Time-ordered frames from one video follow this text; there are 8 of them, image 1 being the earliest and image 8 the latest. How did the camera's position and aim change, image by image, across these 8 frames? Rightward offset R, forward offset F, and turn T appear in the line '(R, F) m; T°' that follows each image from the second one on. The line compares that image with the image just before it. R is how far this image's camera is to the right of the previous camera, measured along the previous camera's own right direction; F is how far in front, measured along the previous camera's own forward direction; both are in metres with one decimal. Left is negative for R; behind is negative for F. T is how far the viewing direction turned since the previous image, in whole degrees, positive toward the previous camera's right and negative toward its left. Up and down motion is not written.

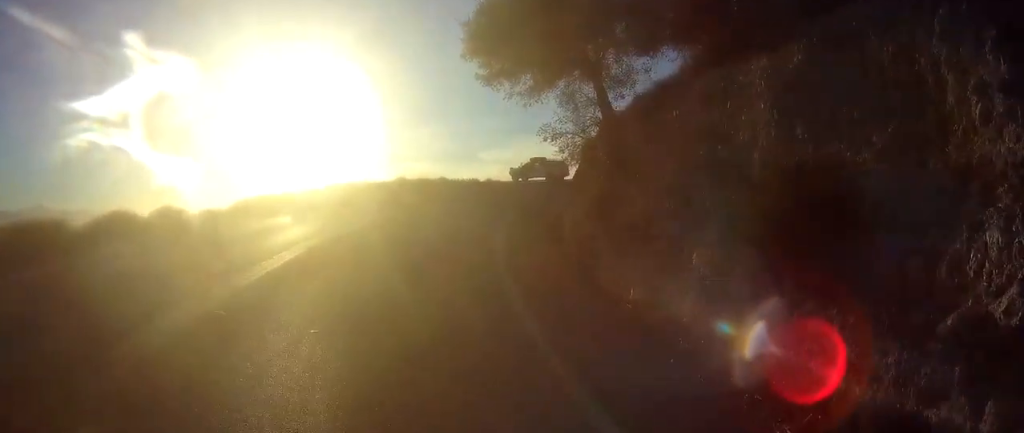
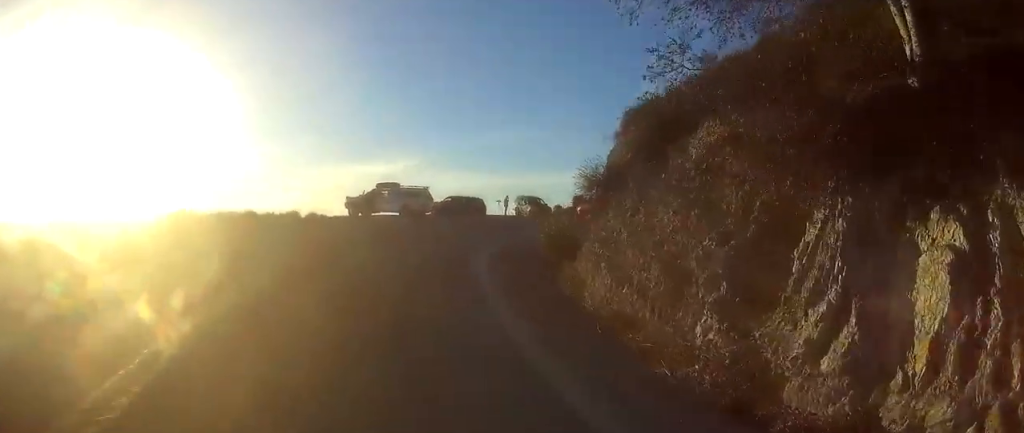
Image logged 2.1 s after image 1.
(+2.5, +19.9) m; +13°
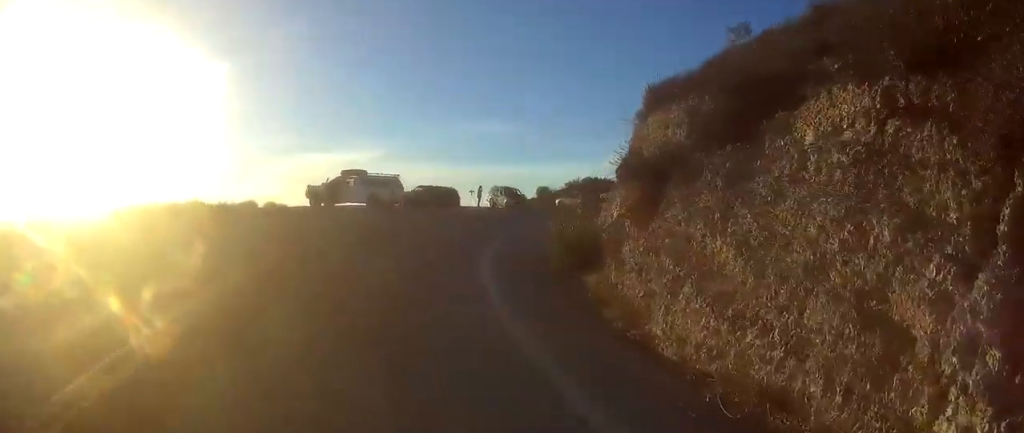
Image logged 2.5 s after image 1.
(+0.1, +4.4) m; +2°
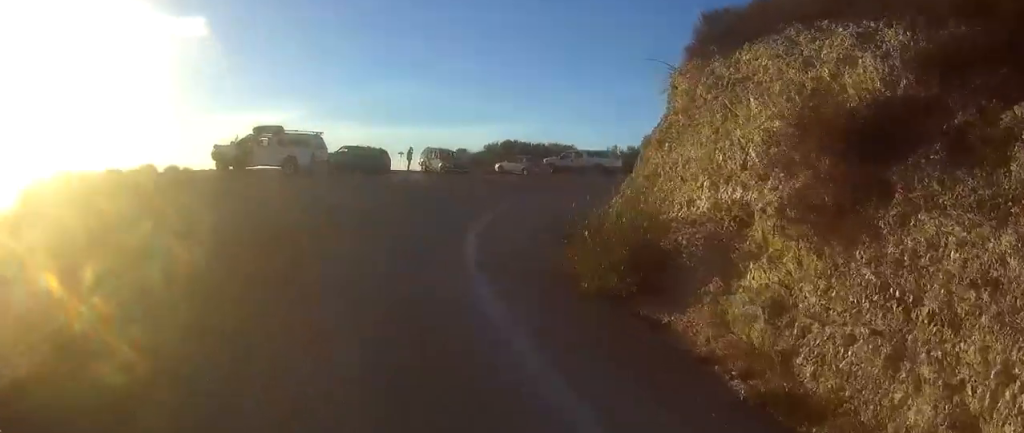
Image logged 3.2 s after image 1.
(+0.2, +7.1) m; +4°
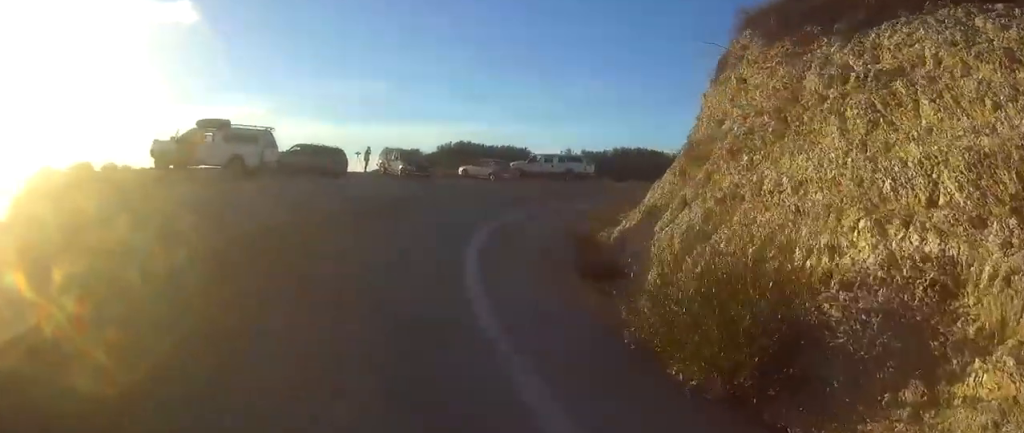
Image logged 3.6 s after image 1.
(+0.1, +3.3) m; +5°
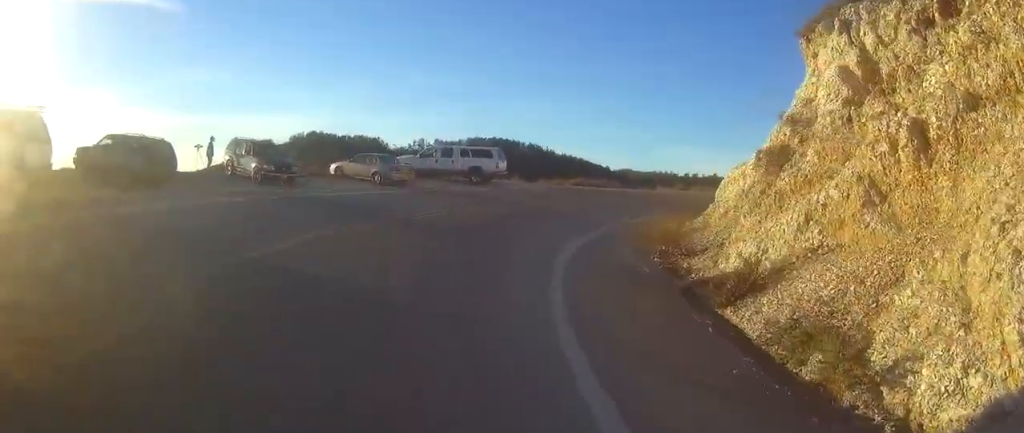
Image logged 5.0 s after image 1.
(+1.3, +6.1) m; +17°
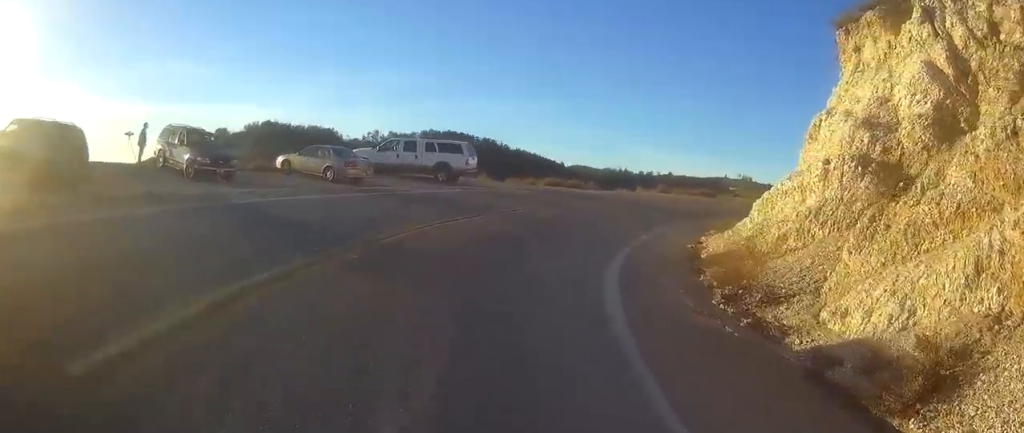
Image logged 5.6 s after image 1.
(+0.2, +3.5) m; 0°
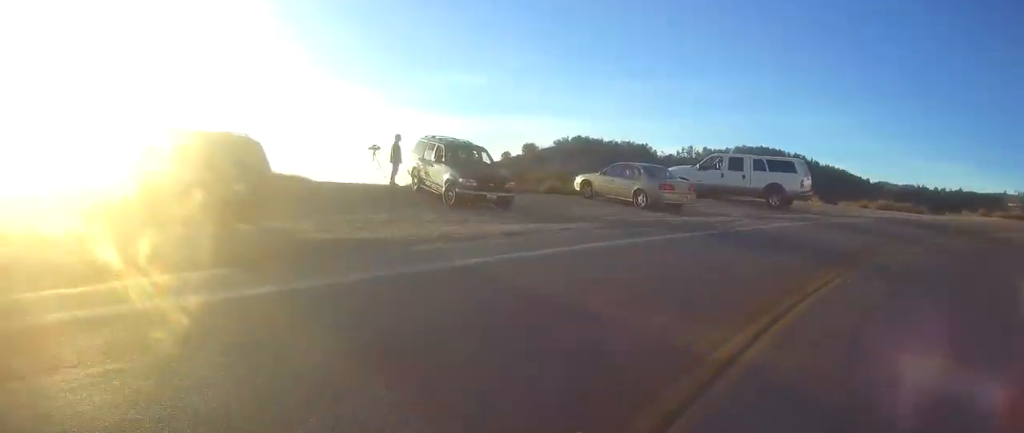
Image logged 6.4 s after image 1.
(-0.9, +8.1) m; -4°
